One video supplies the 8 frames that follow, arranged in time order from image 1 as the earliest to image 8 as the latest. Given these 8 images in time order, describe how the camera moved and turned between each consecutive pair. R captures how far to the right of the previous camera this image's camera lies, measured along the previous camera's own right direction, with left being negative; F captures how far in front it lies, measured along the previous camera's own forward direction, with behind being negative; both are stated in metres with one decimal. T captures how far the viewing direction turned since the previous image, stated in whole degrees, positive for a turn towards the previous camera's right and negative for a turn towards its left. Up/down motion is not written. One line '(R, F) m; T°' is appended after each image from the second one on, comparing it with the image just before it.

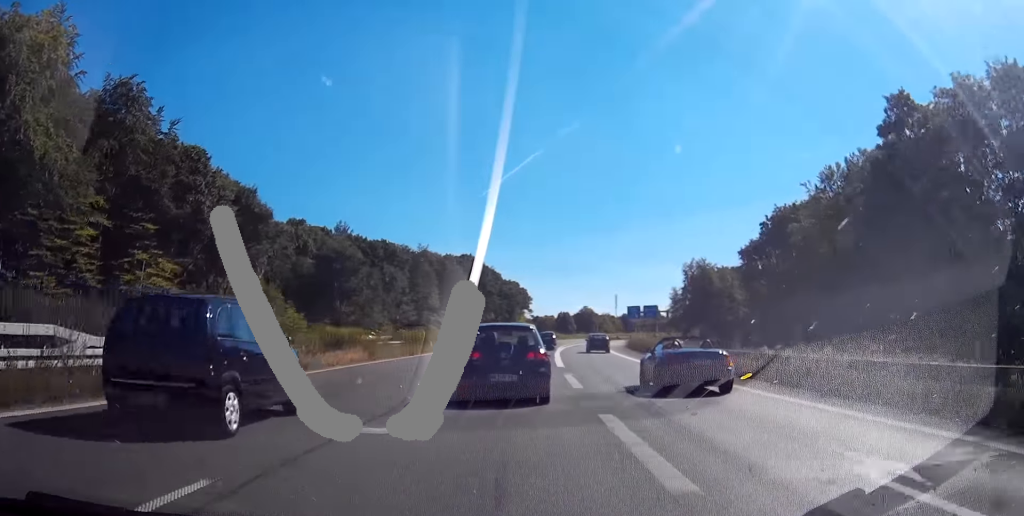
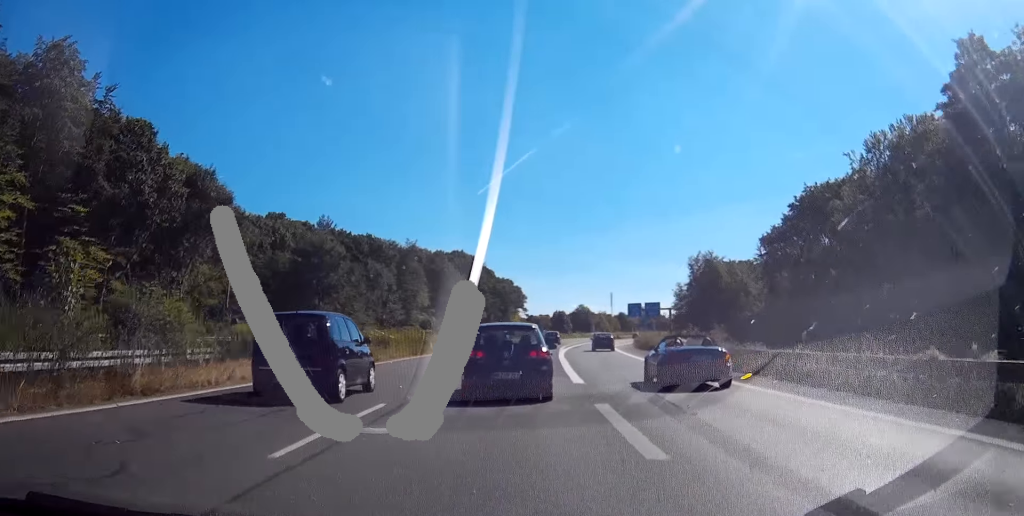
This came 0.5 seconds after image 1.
(0.0, +10.4) m; 0°
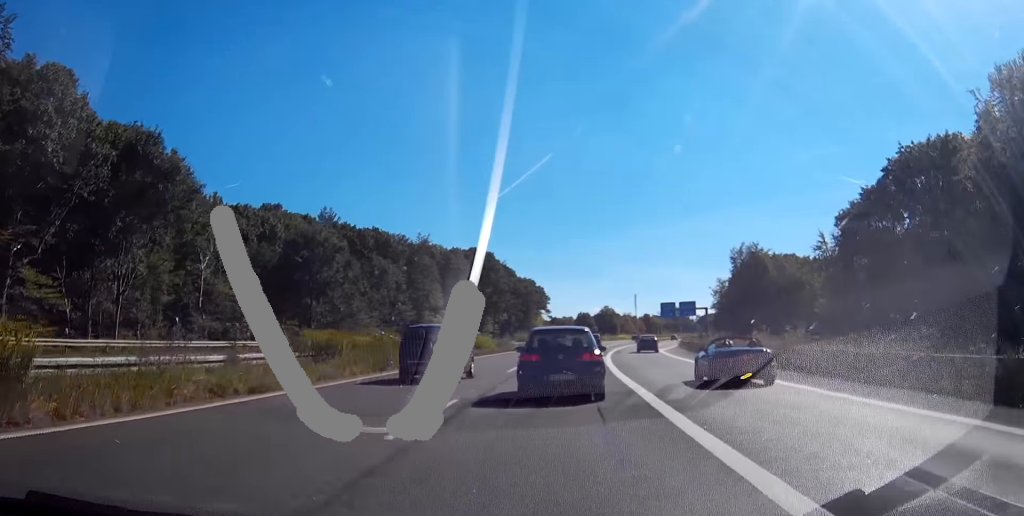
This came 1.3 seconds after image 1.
(-0.1, +15.8) m; +1°
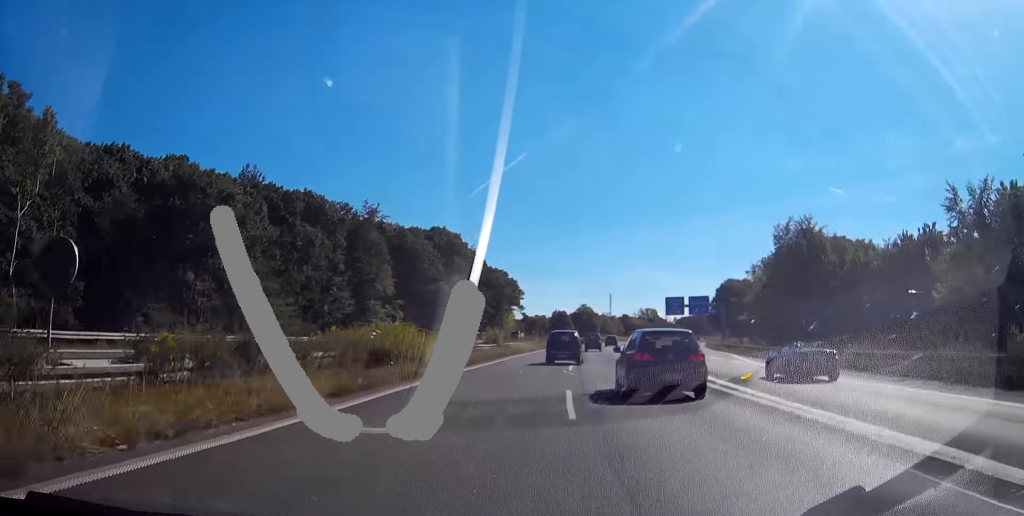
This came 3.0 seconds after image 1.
(+1.2, +35.0) m; +5°
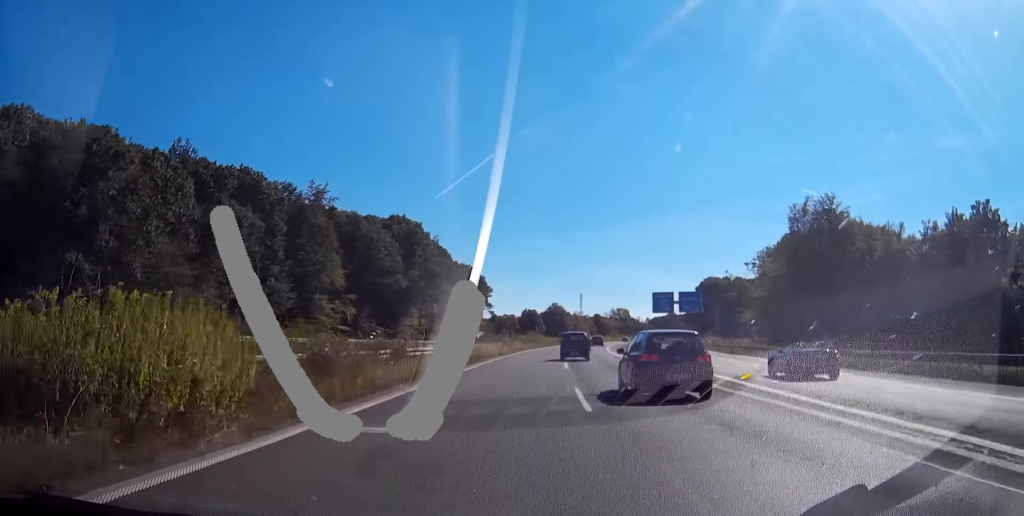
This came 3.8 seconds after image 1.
(+0.4, +16.7) m; +2°
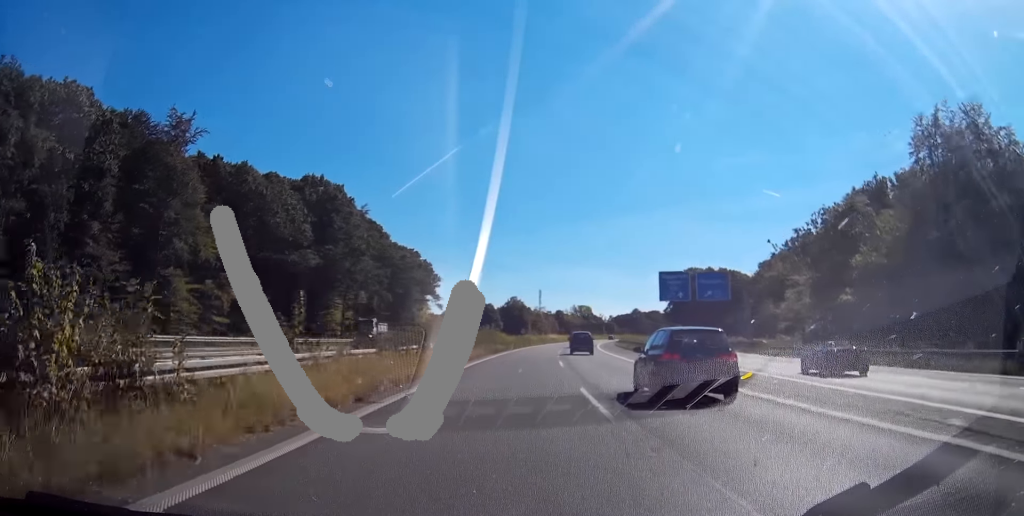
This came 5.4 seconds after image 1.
(+0.8, +37.6) m; +2°
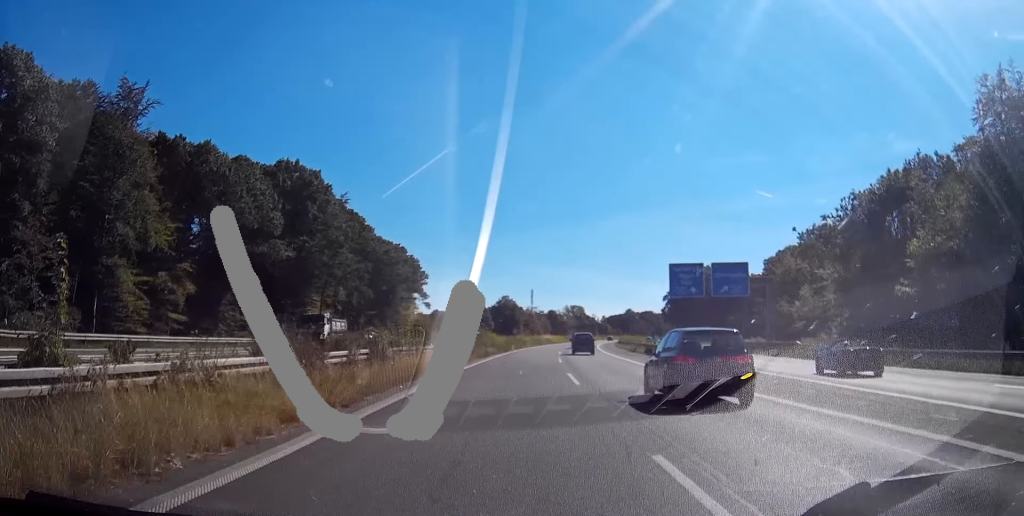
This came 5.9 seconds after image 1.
(0.0, +10.3) m; +1°
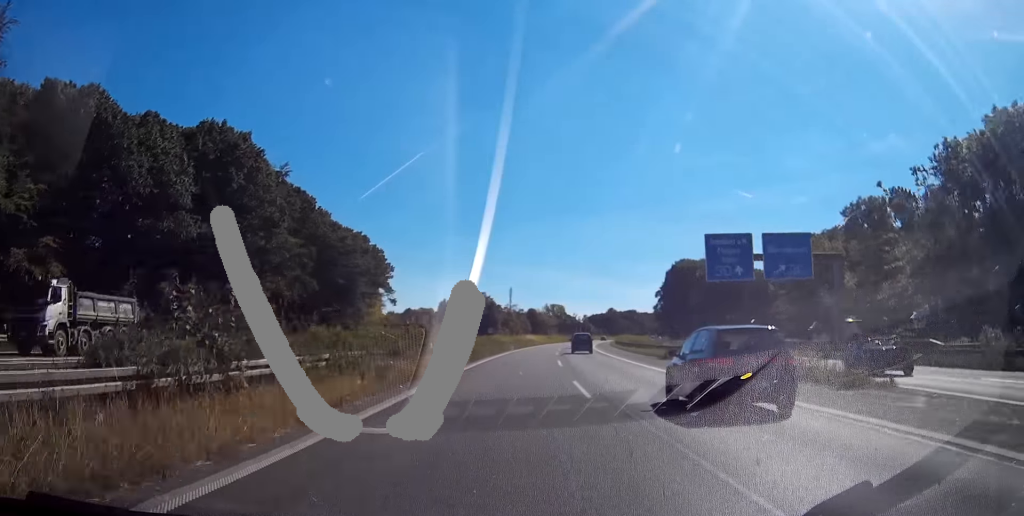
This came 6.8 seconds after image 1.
(+0.3, +23.0) m; +2°
